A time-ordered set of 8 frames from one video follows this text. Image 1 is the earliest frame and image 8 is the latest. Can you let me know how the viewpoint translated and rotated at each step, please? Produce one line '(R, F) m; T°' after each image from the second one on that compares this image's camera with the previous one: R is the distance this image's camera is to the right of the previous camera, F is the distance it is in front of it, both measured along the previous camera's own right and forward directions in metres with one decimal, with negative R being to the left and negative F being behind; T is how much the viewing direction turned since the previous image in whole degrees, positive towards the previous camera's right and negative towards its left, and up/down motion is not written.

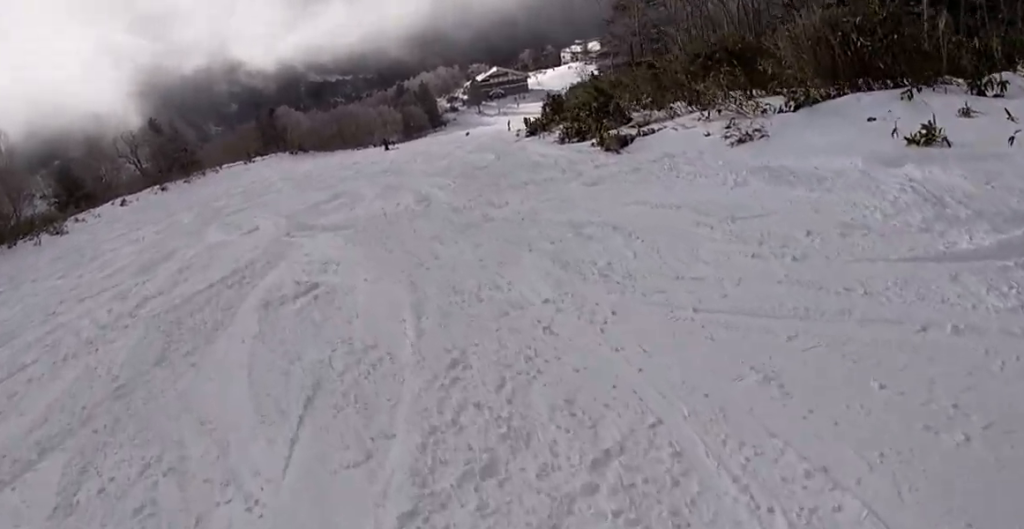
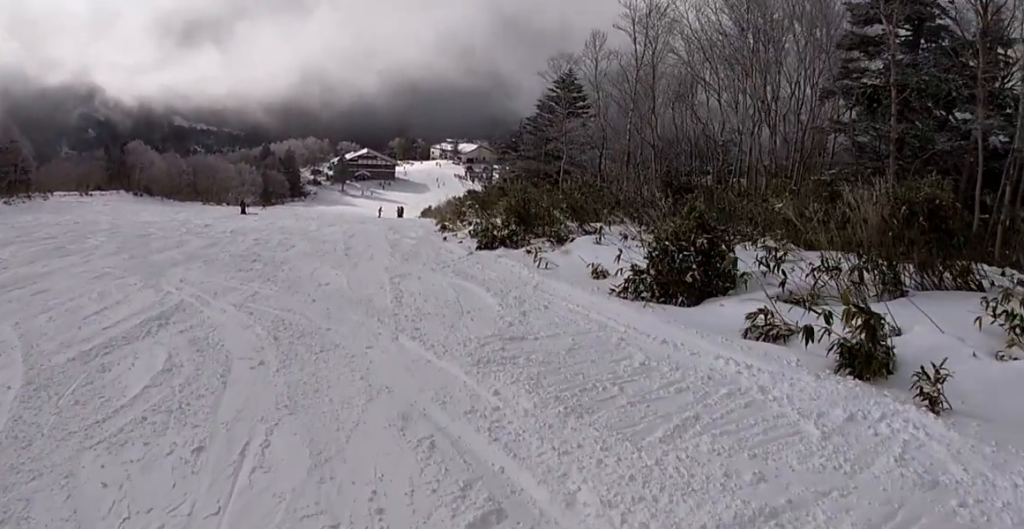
(+1.2, +9.6) m; +11°
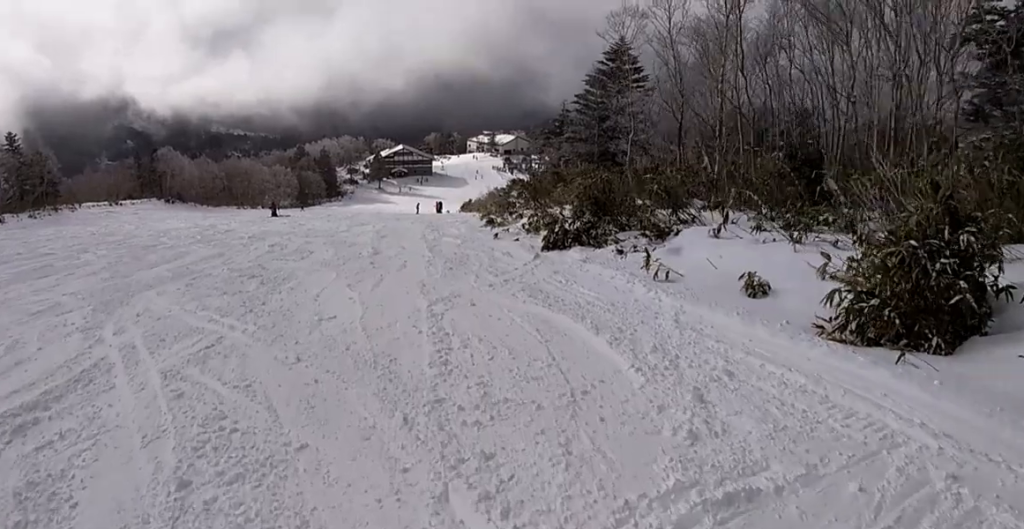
(+0.2, +3.6) m; -7°
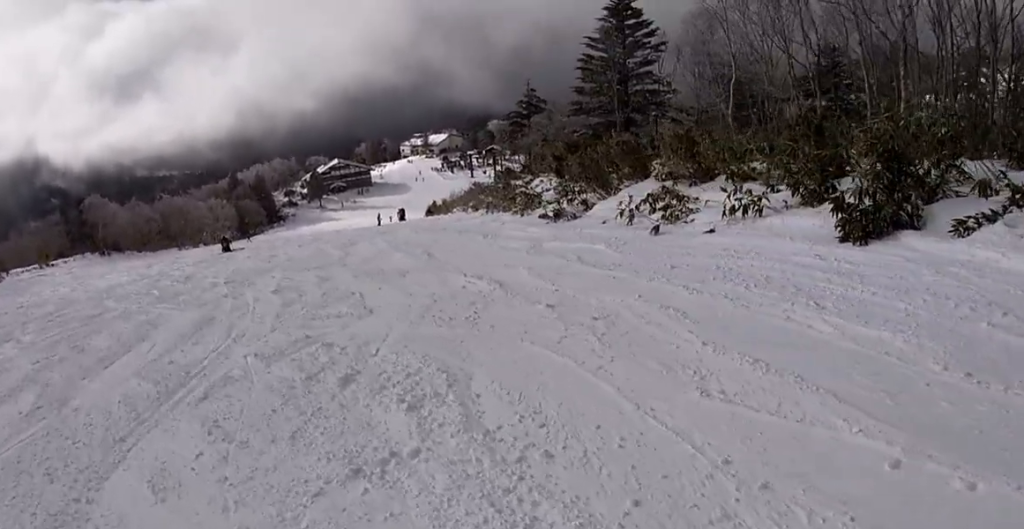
(-1.9, +6.2) m; -14°
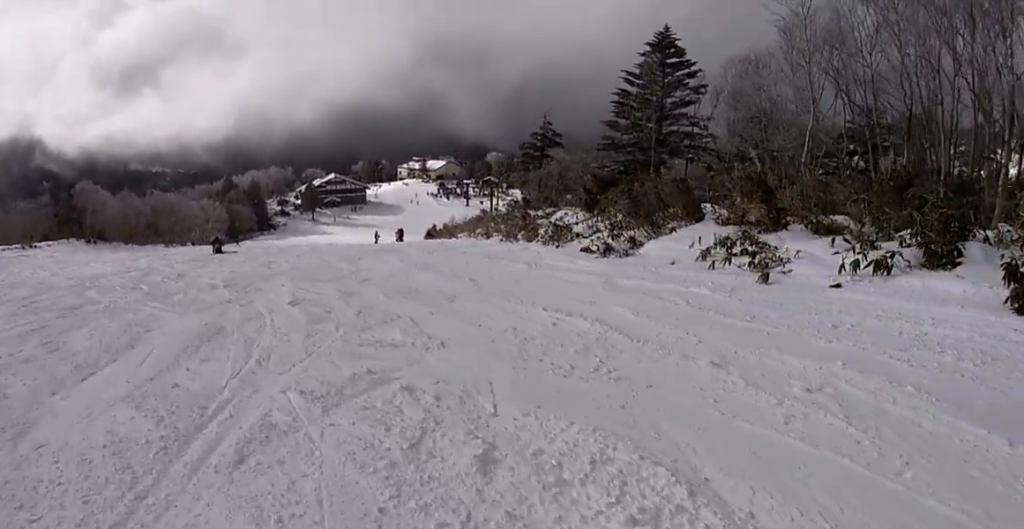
(-0.8, +1.9) m; +5°
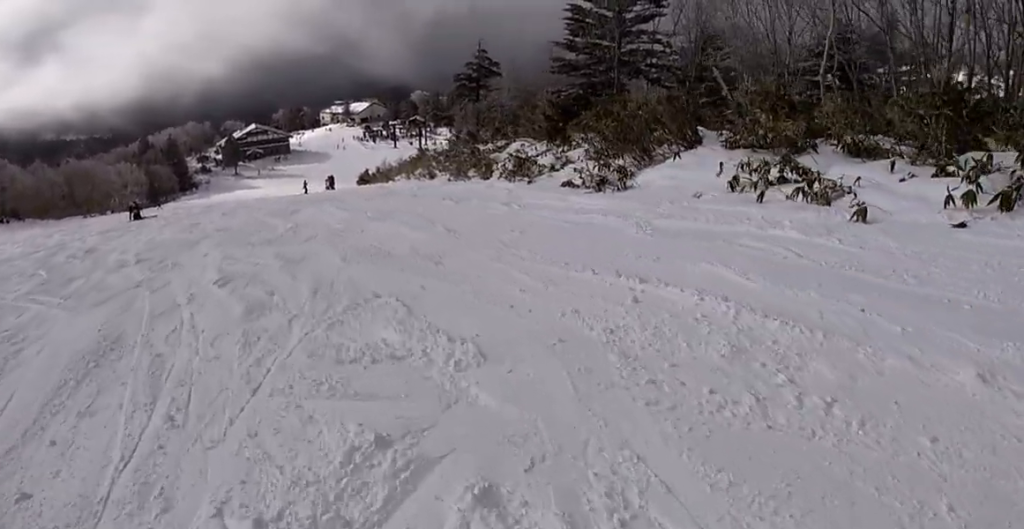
(+1.1, +2.7) m; +17°
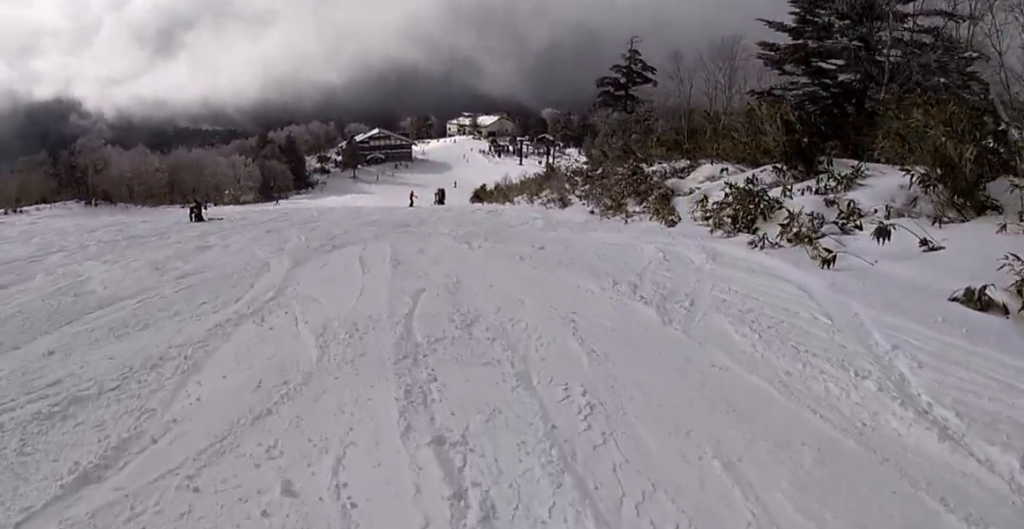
(+1.5, +9.2) m; -5°
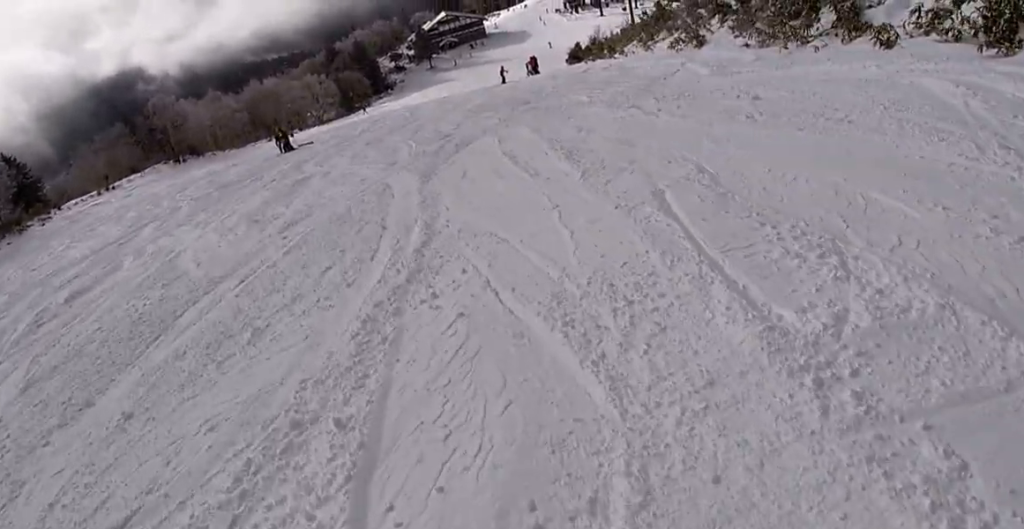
(-0.3, +2.7) m; -7°
